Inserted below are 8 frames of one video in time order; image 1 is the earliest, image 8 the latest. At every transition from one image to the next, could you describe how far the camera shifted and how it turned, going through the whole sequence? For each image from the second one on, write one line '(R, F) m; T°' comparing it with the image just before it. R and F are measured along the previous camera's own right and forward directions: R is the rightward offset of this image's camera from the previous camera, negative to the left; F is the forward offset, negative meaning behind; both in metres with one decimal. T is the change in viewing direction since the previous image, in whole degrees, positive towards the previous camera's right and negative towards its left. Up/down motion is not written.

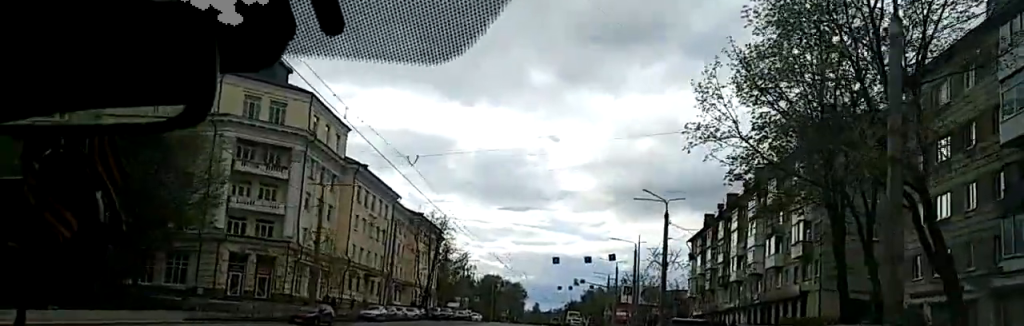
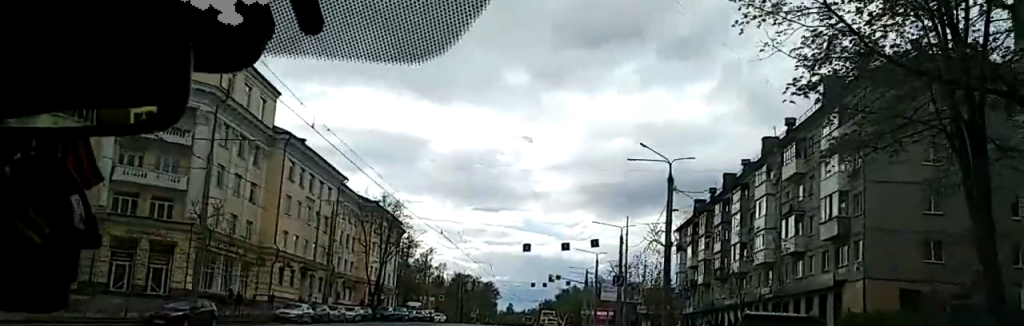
(-0.1, +14.6) m; +1°
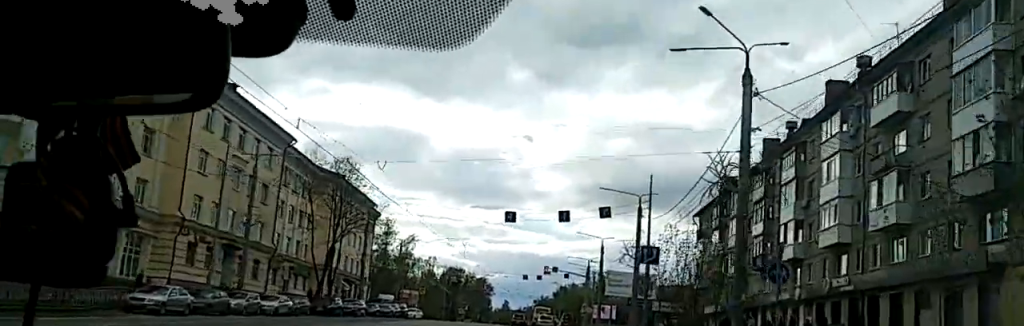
(+0.5, +18.8) m; +2°
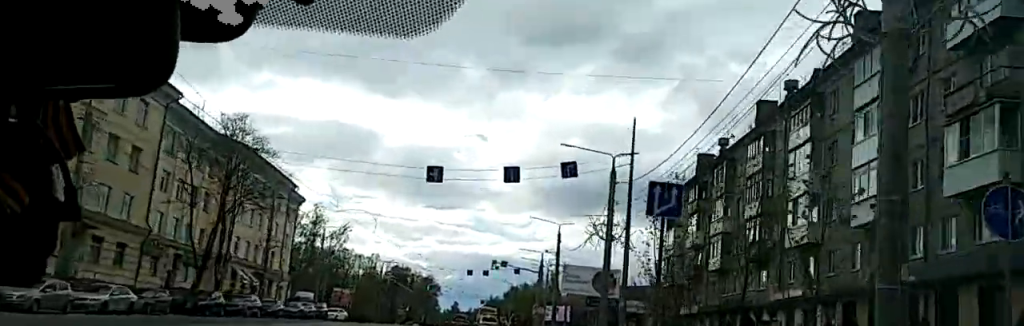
(0.0, +13.5) m; 0°
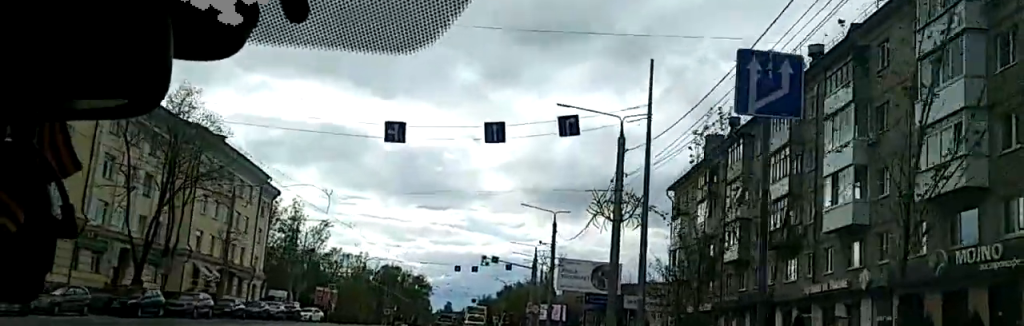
(0.0, +7.5) m; 0°
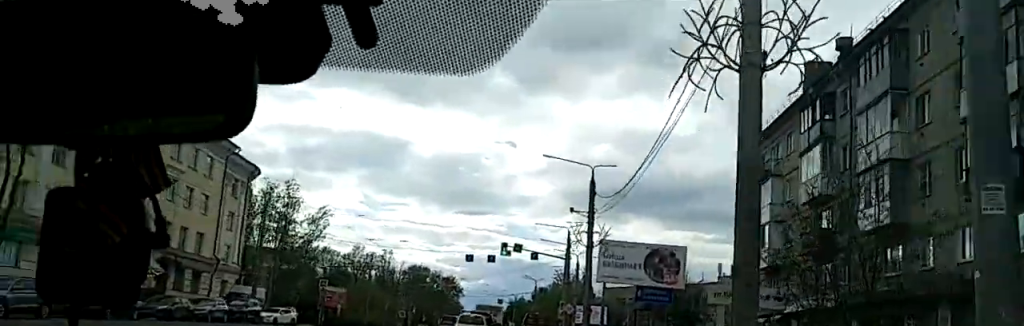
(0.0, +18.8) m; 0°
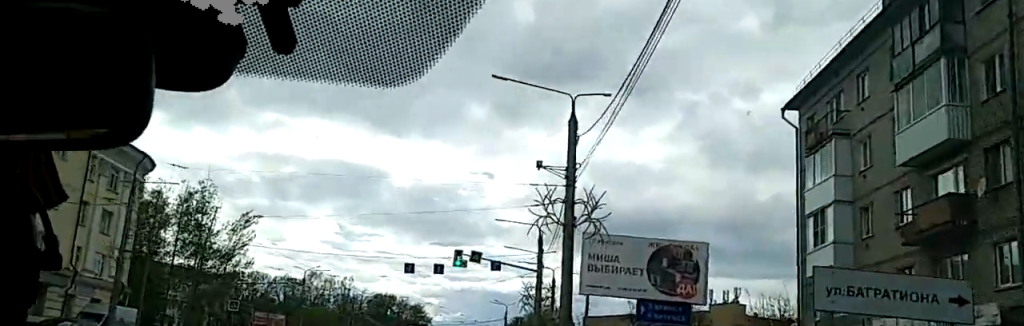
(-0.2, +15.8) m; -2°
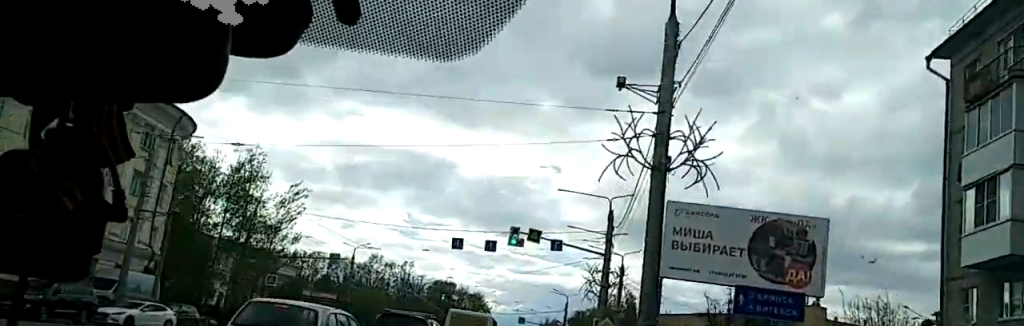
(-0.1, +7.0) m; -1°
